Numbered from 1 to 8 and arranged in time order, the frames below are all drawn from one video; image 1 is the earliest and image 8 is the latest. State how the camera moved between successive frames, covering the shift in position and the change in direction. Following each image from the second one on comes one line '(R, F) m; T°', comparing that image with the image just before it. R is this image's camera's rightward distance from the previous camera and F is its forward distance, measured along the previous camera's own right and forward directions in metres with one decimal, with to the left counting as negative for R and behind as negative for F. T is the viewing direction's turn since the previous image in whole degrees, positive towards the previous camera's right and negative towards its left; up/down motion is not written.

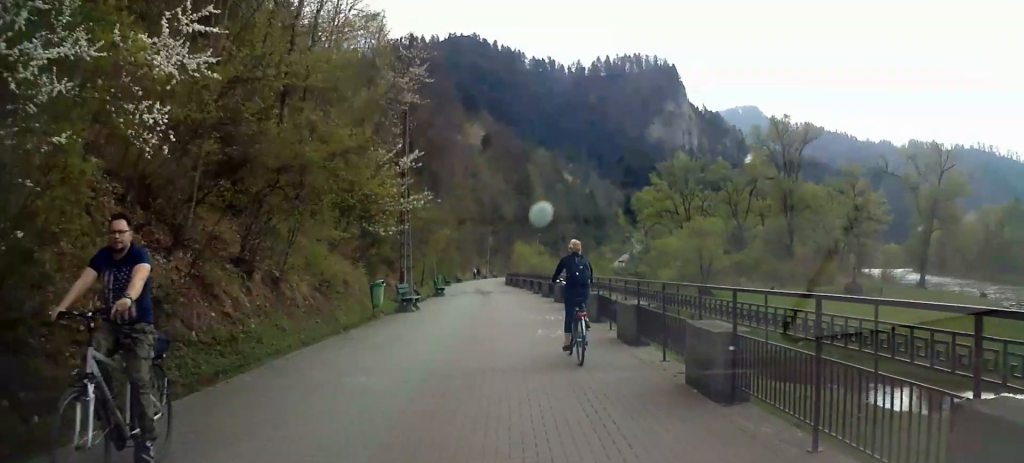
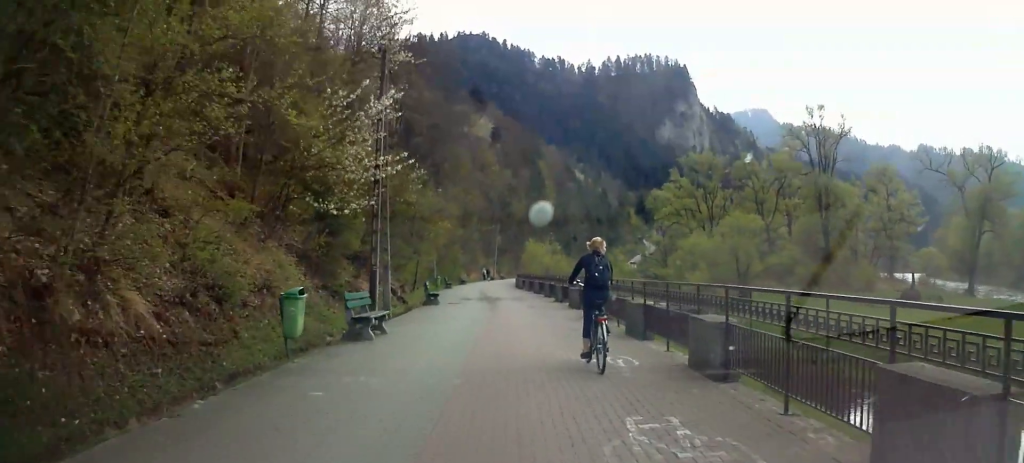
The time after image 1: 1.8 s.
(-0.5, +10.8) m; -2°
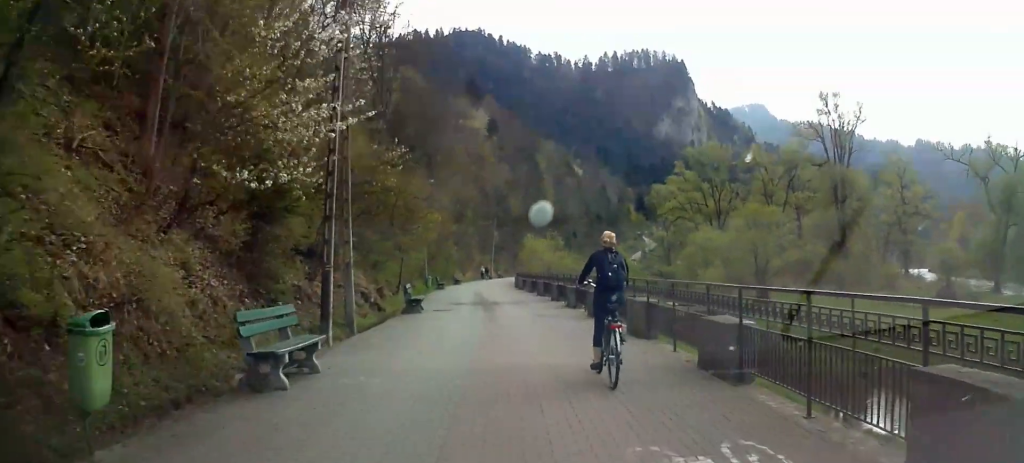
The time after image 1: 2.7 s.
(+0.2, +6.1) m; +1°
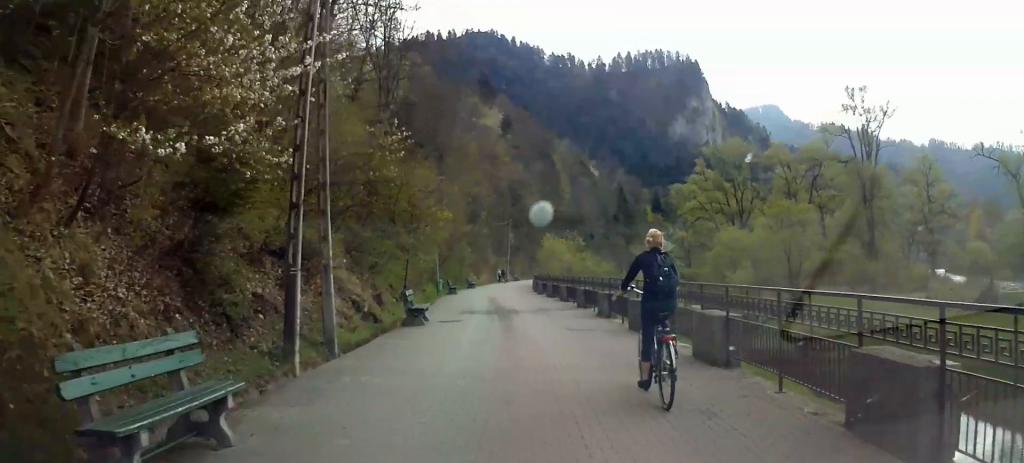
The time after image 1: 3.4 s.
(+0.2, +4.2) m; -1°
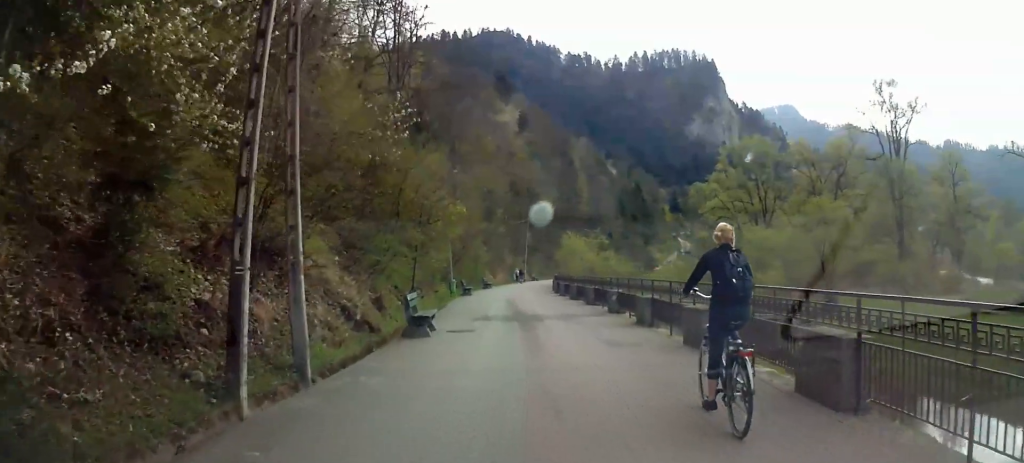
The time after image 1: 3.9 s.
(-0.2, +3.4) m; -1°
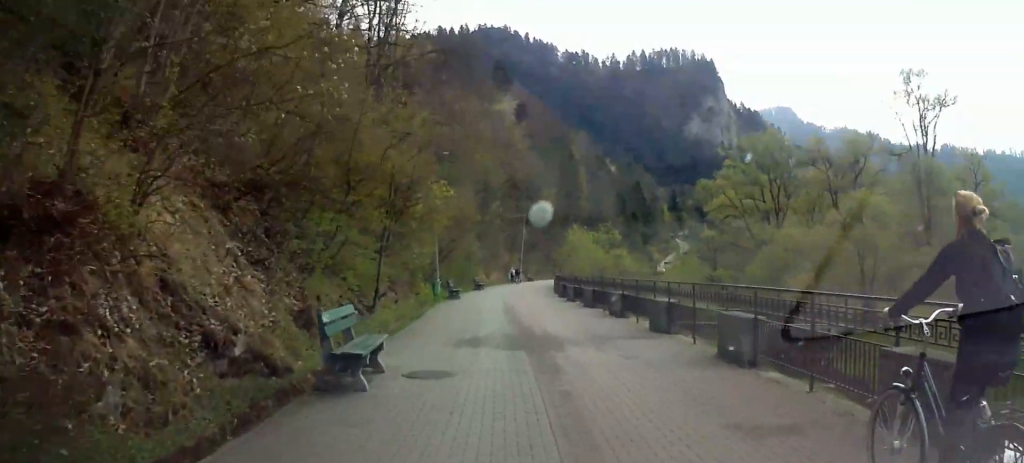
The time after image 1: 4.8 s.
(0.0, +7.0) m; 0°
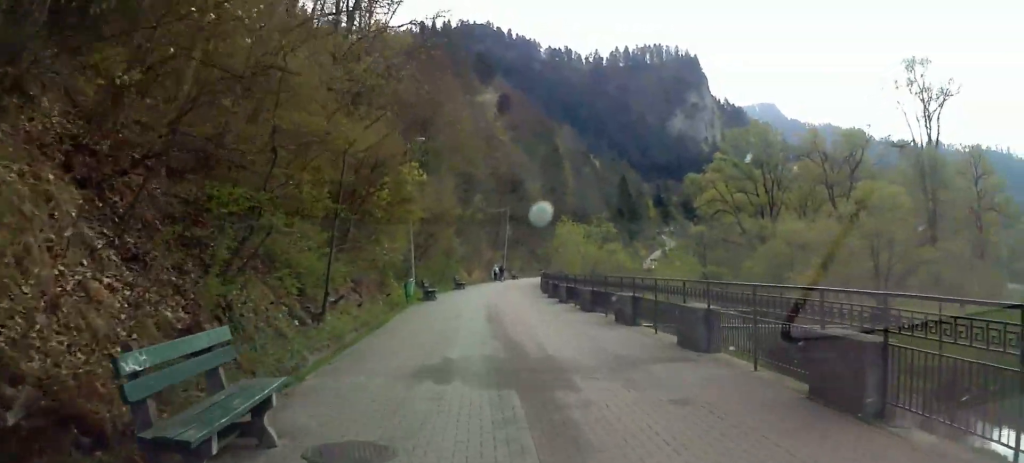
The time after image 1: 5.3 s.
(+0.1, +3.8) m; +1°
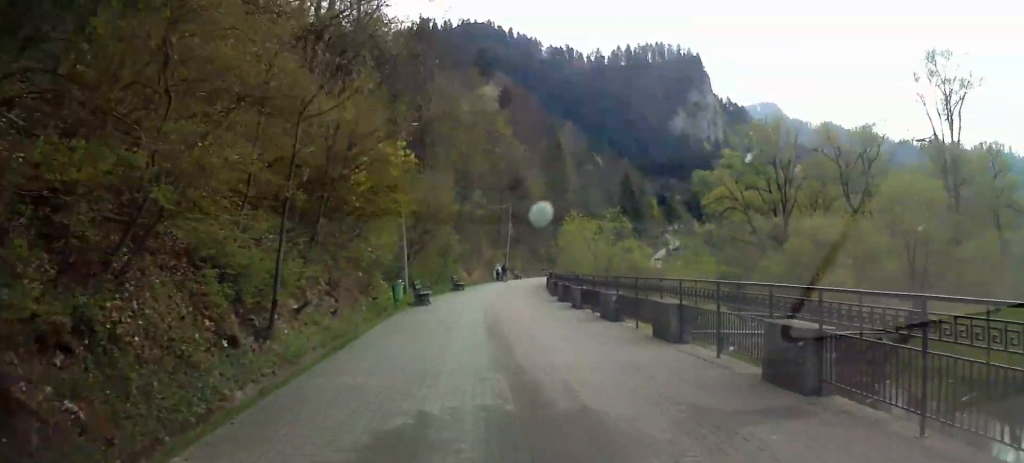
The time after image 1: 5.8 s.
(-0.1, +3.9) m; 0°
